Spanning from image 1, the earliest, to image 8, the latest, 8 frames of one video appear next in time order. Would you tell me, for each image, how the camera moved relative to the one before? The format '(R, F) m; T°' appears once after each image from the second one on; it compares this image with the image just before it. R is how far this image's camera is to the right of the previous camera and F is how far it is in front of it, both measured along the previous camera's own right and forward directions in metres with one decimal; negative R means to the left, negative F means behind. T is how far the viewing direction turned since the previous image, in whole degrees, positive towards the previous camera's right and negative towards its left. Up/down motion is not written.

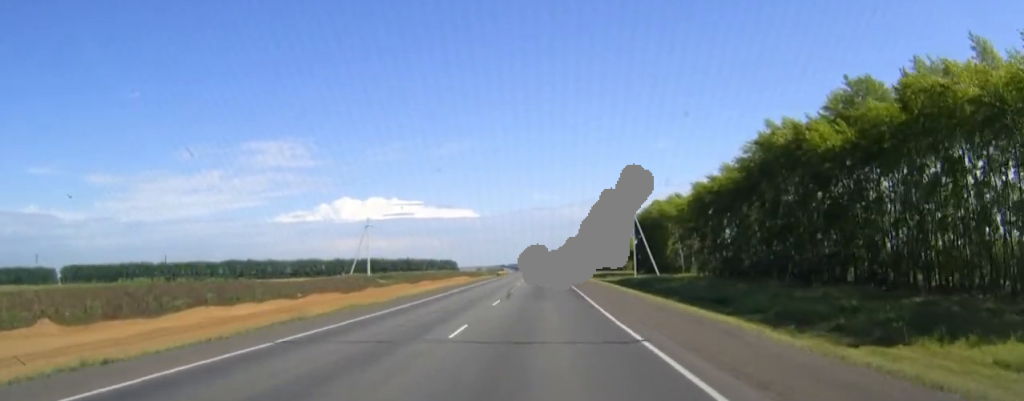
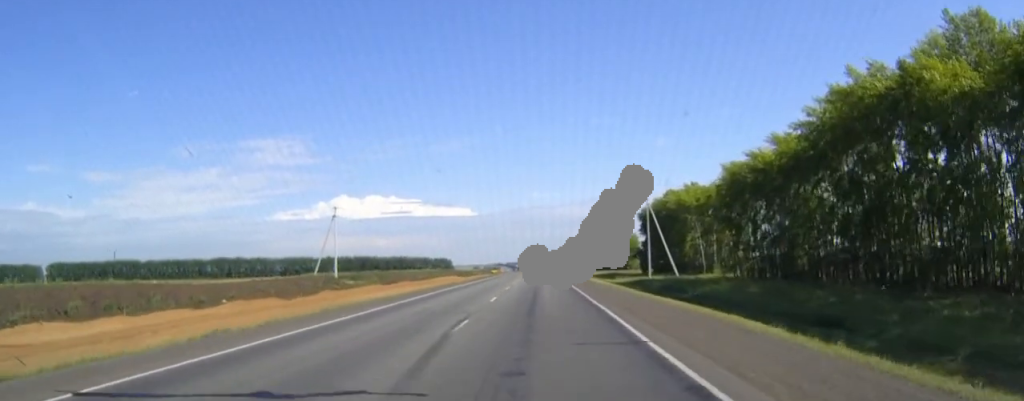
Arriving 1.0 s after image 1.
(0.0, +24.0) m; 0°
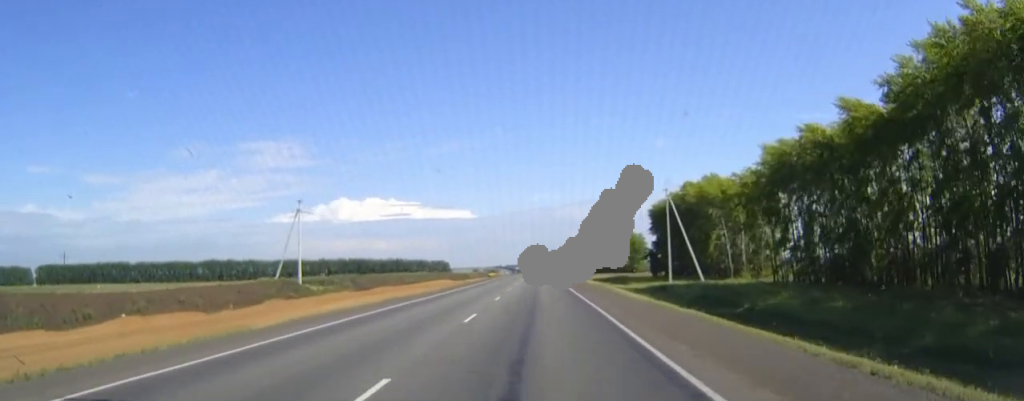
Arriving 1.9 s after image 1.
(0.0, +20.5) m; 0°
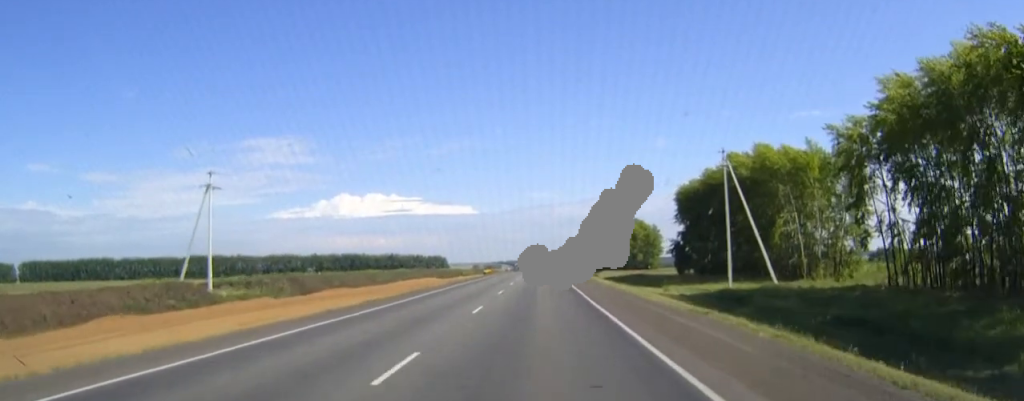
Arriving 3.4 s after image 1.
(0.0, +33.5) m; 0°
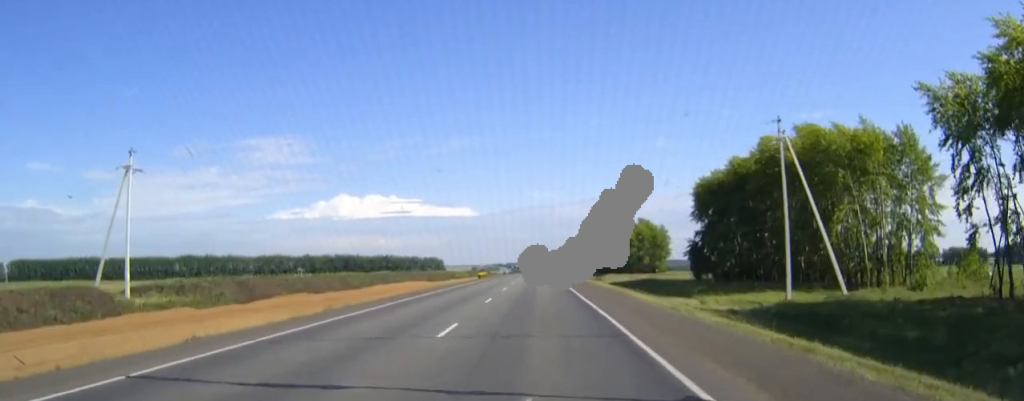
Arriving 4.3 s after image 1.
(0.0, +18.4) m; 0°
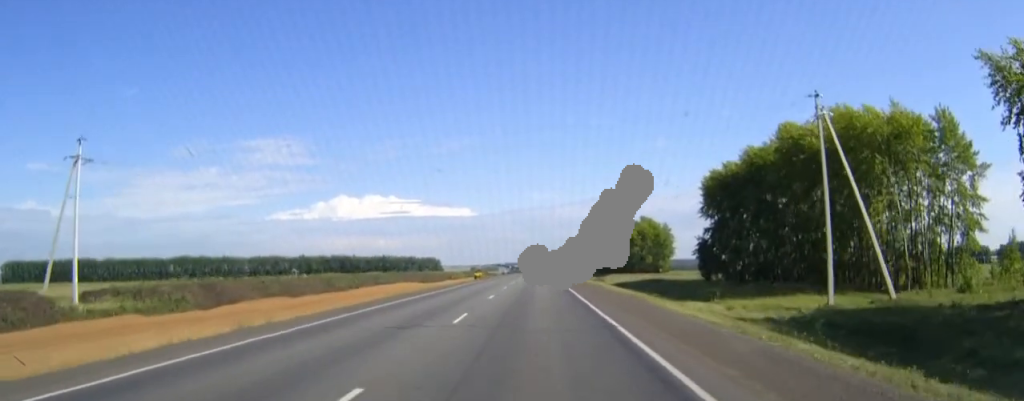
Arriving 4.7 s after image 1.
(0.0, +8.8) m; 0°
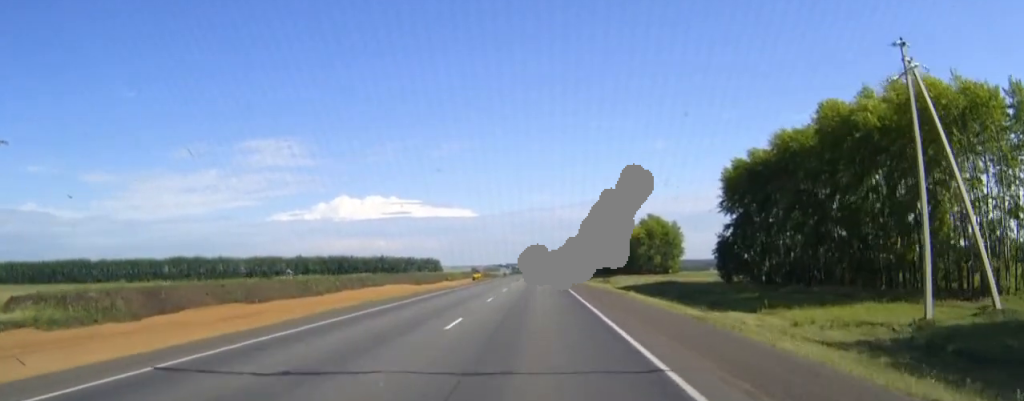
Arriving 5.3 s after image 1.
(0.0, +13.1) m; 0°
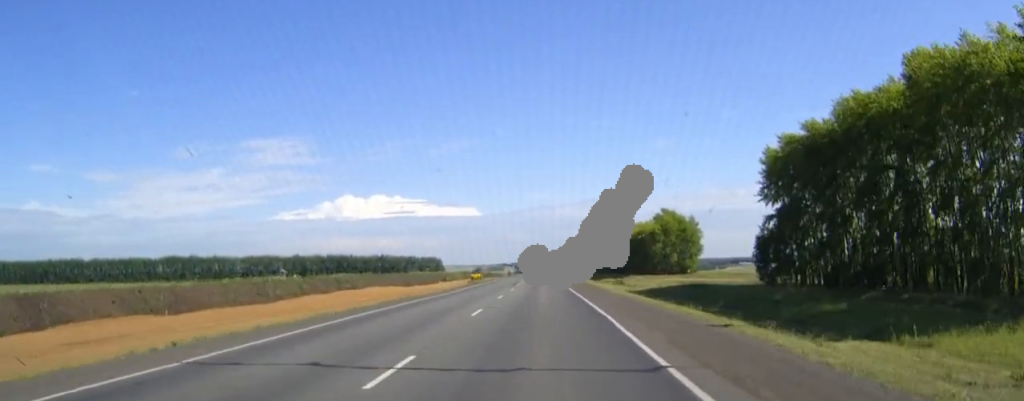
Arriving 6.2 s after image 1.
(0.0, +19.5) m; 0°
